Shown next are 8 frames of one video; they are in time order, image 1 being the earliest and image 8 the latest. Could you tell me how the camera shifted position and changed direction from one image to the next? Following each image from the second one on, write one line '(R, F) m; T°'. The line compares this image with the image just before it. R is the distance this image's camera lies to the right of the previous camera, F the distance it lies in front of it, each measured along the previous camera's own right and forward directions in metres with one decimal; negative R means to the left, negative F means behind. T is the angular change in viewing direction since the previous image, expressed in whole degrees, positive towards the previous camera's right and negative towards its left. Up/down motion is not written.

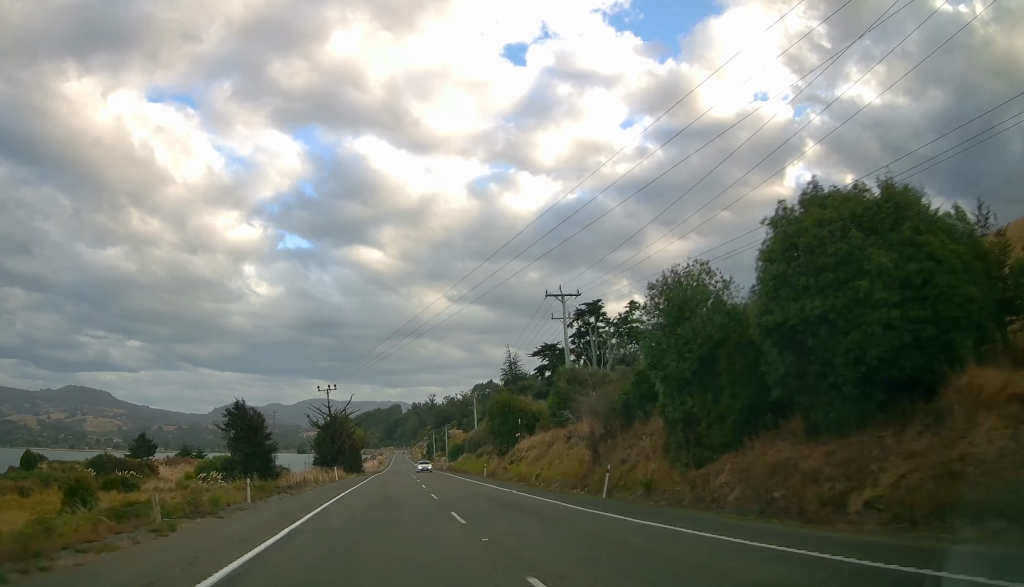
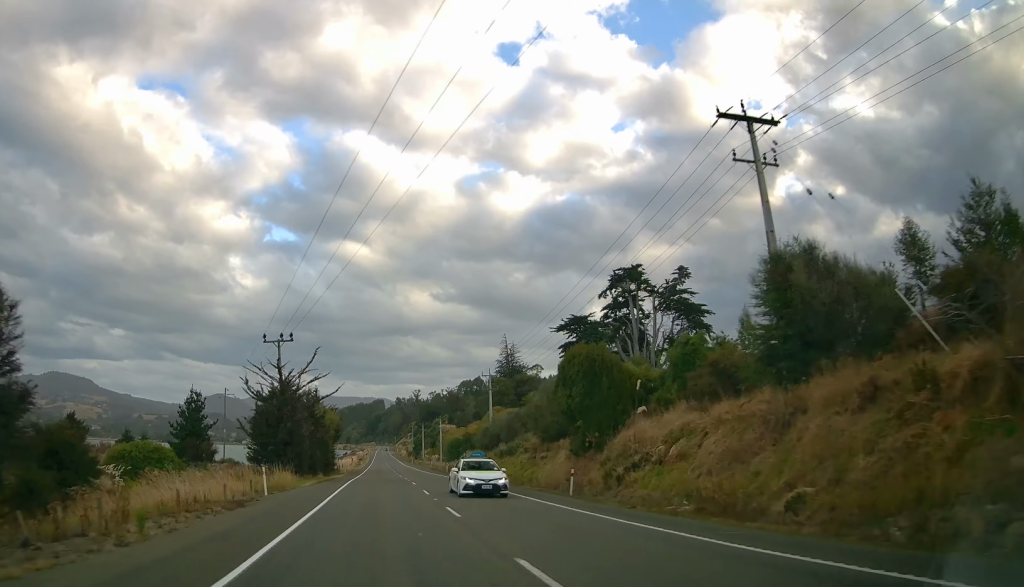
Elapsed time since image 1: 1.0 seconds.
(+0.6, +28.4) m; +2°
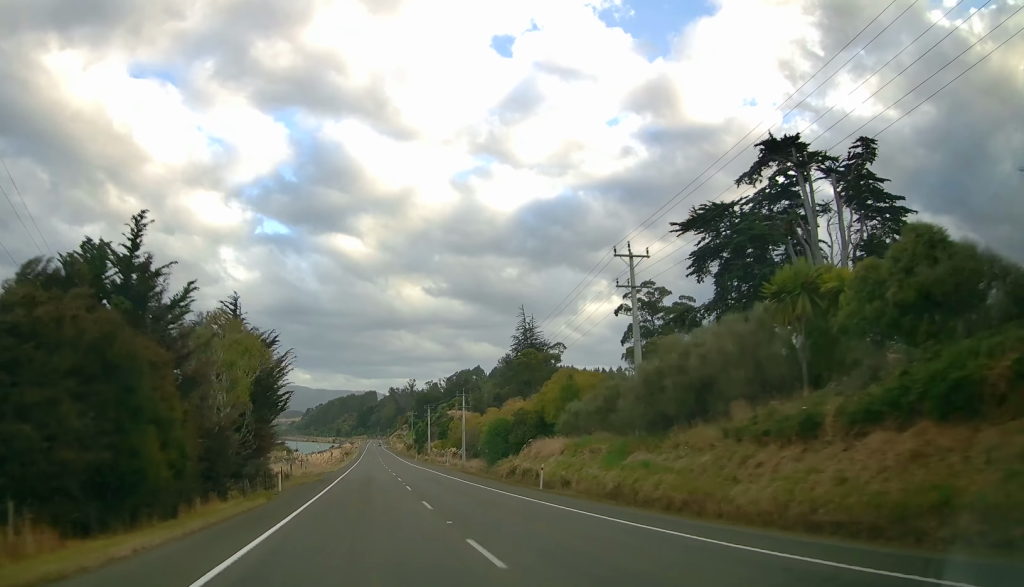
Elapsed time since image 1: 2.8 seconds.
(-0.7, +47.6) m; -2°
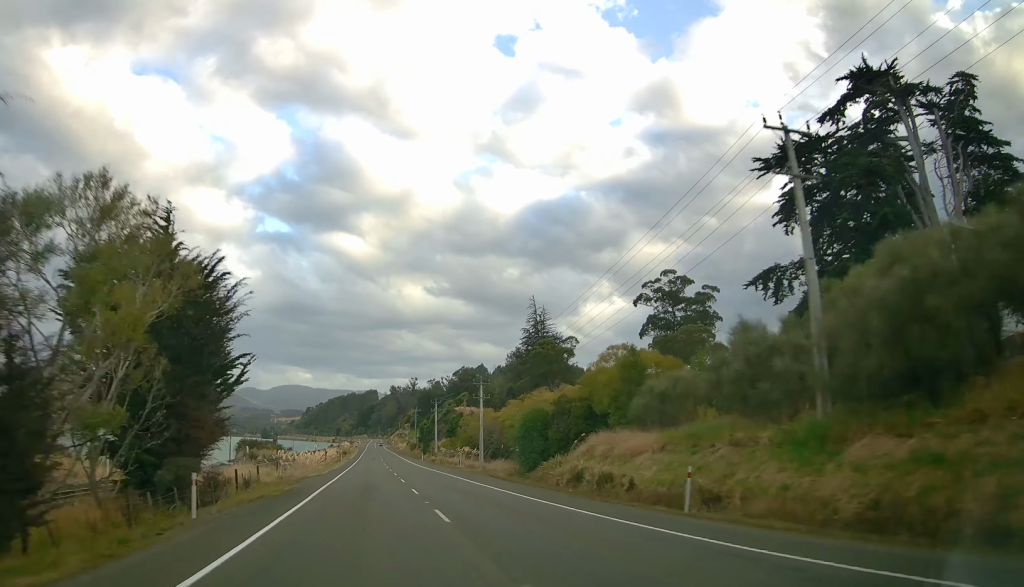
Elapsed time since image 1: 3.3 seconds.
(-0.5, +14.6) m; 0°
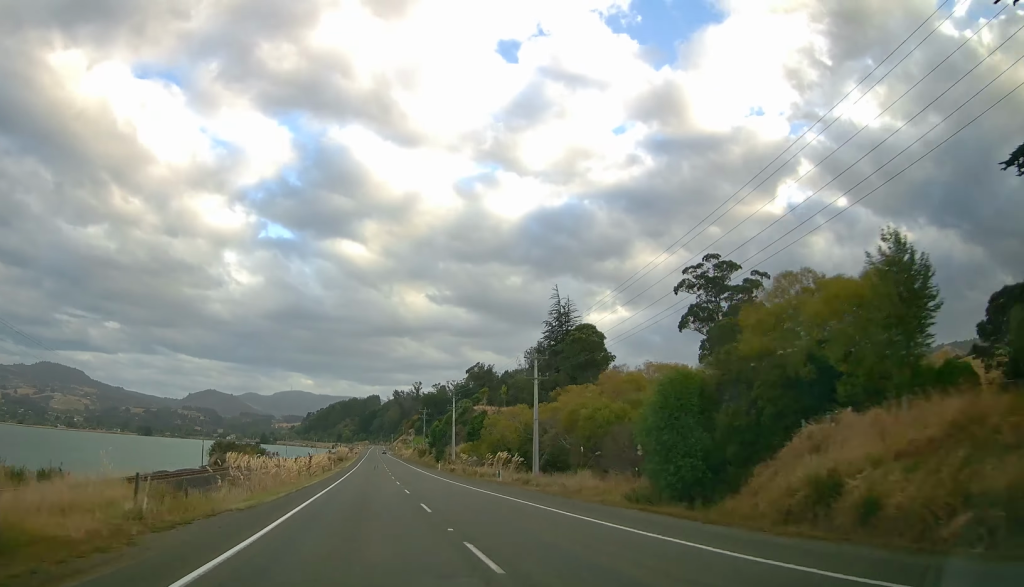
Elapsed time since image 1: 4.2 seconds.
(+1.0, +25.6) m; +2°
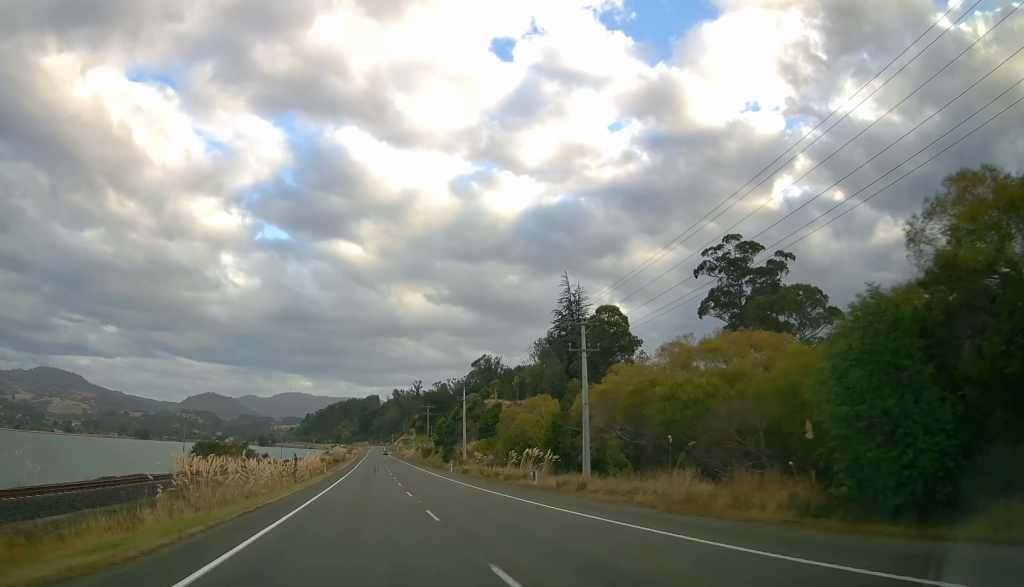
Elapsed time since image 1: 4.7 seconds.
(0.0, +12.8) m; 0°
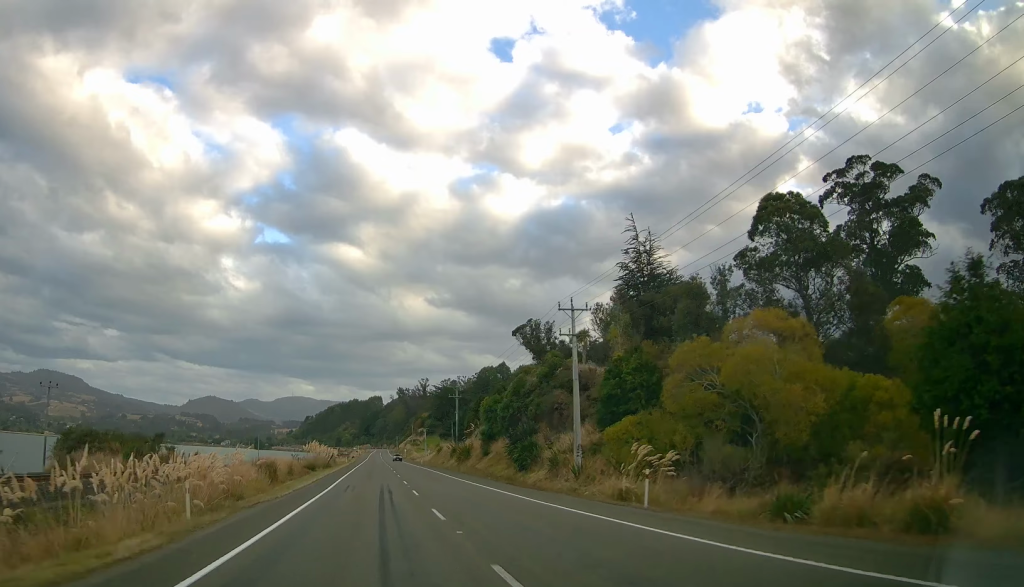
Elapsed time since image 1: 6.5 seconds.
(-0.6, +49.8) m; -2°
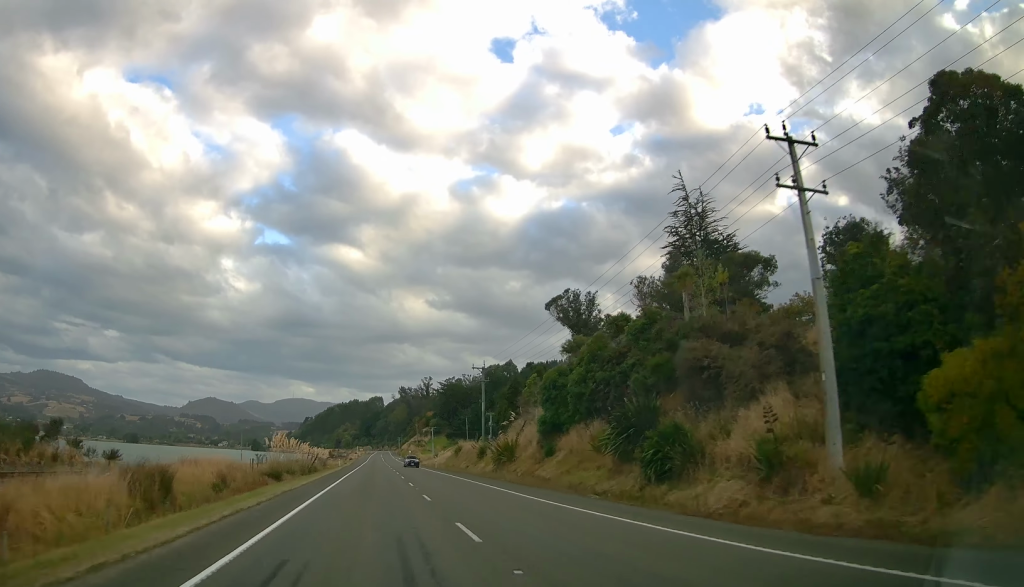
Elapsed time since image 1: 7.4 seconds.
(-0.6, +24.2) m; +1°
